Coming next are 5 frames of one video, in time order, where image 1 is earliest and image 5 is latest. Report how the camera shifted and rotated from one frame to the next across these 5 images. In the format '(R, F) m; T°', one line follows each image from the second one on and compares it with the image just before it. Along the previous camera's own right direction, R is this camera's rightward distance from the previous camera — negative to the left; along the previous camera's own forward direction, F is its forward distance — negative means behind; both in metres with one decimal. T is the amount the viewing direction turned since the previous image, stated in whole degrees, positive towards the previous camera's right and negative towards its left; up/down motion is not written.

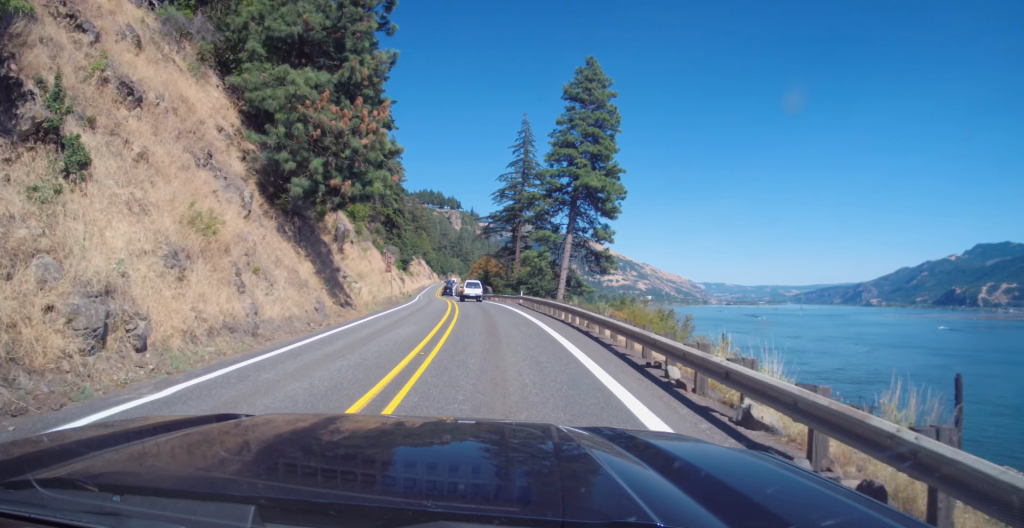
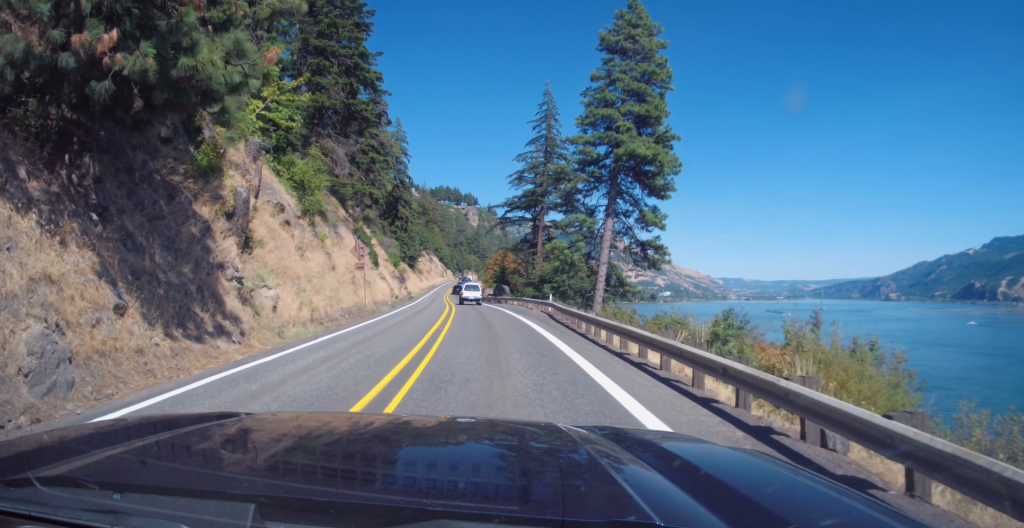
(-0.3, +16.8) m; -2°
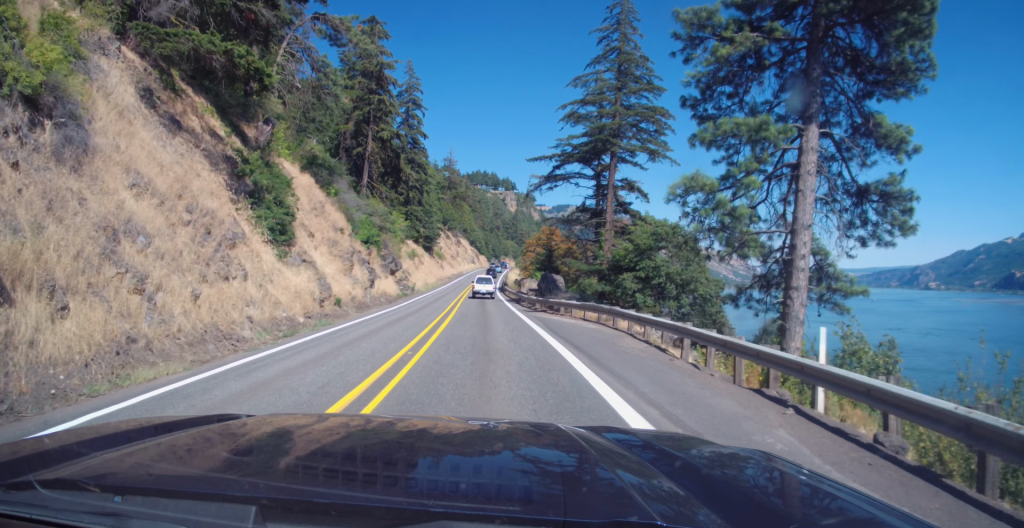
(-0.7, +31.5) m; -2°
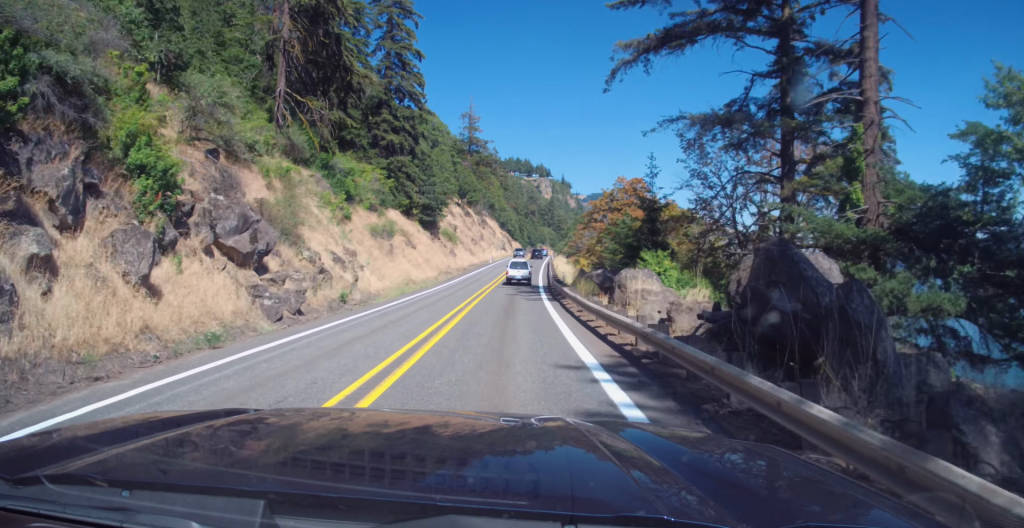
(-0.8, +38.8) m; -2°
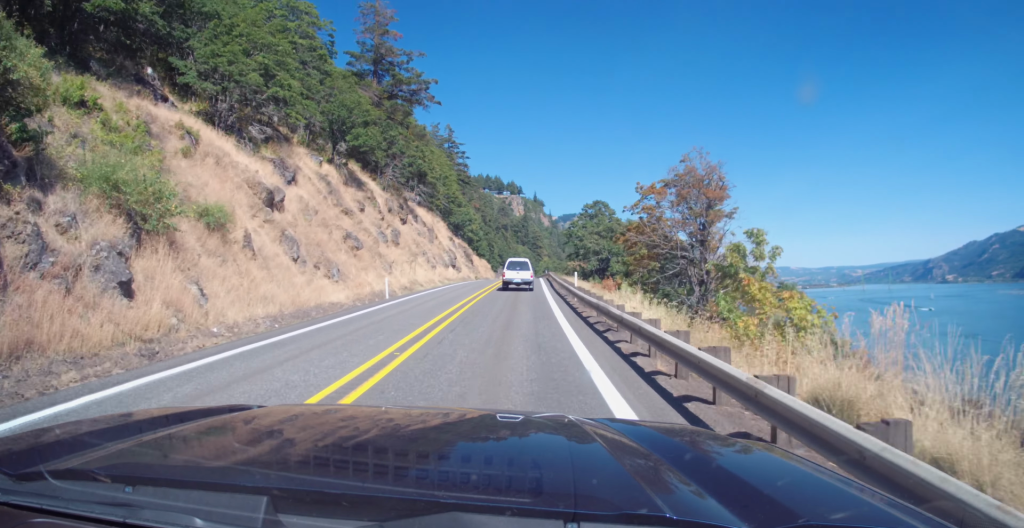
(+0.1, +62.6) m; +2°
